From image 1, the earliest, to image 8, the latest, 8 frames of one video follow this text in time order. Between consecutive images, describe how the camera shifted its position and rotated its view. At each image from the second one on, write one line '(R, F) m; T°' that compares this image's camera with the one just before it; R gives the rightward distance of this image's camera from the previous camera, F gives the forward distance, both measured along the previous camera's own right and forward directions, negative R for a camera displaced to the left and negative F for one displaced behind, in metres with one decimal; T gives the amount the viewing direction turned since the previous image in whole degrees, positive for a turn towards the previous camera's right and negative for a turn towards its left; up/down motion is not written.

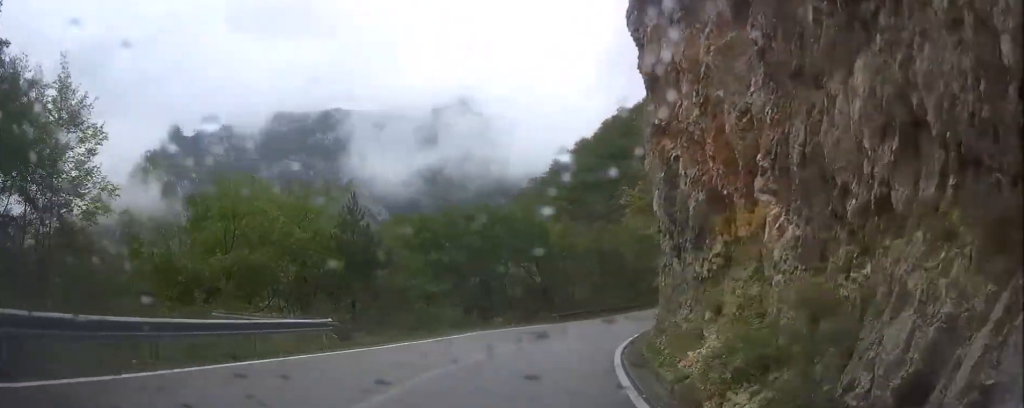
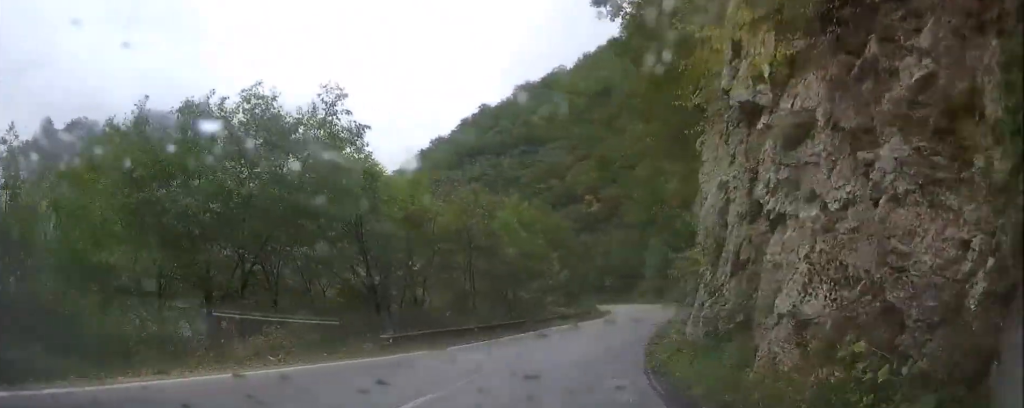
(+2.6, +20.3) m; +14°
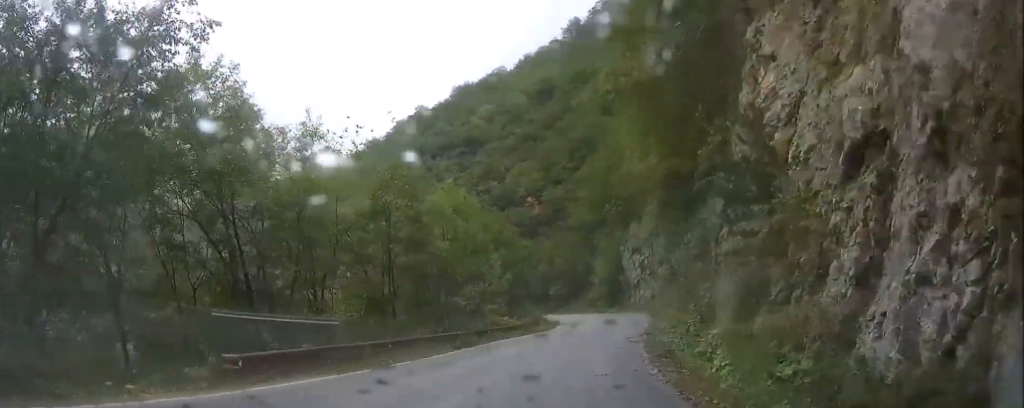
(+0.4, +7.9) m; +5°
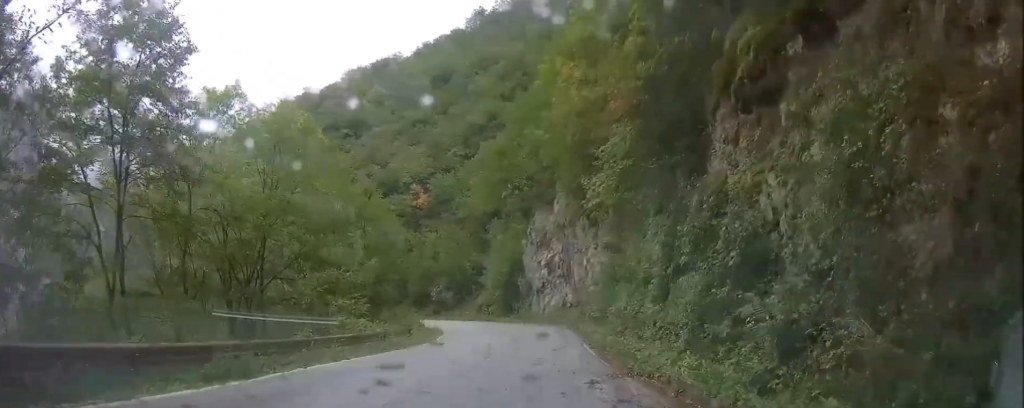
(+1.0, +13.8) m; +6°
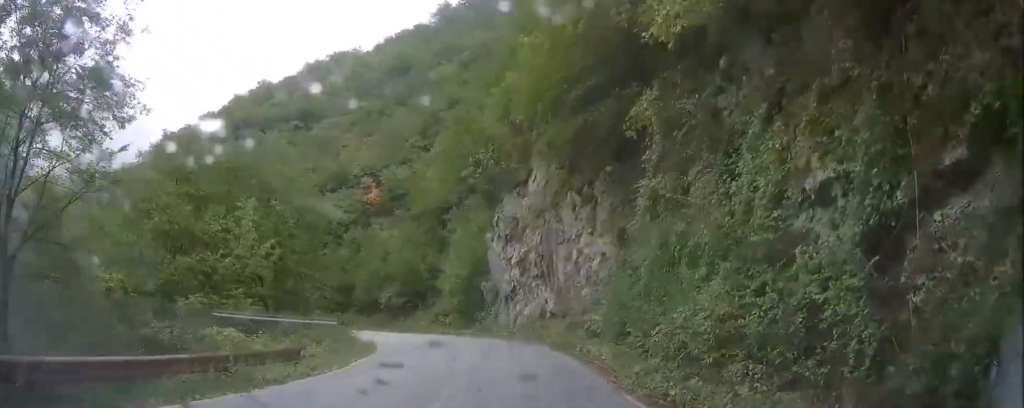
(+0.4, +11.7) m; +3°
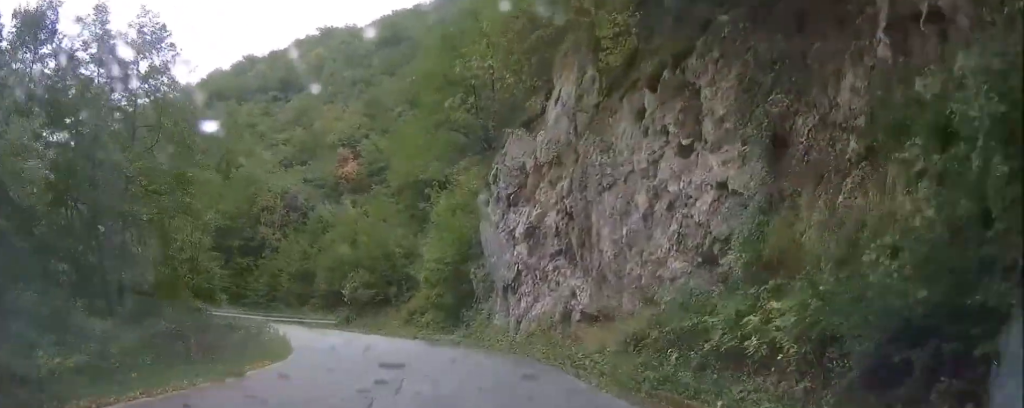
(+0.2, +13.7) m; 0°
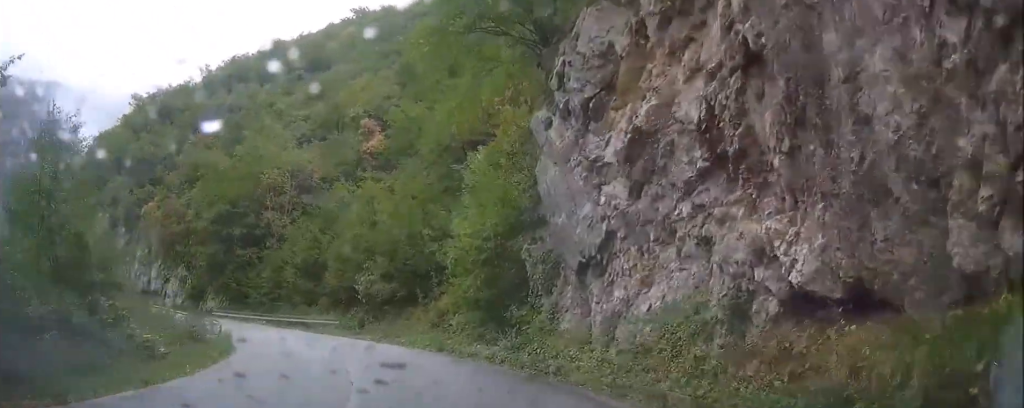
(-0.2, +12.0) m; -4°
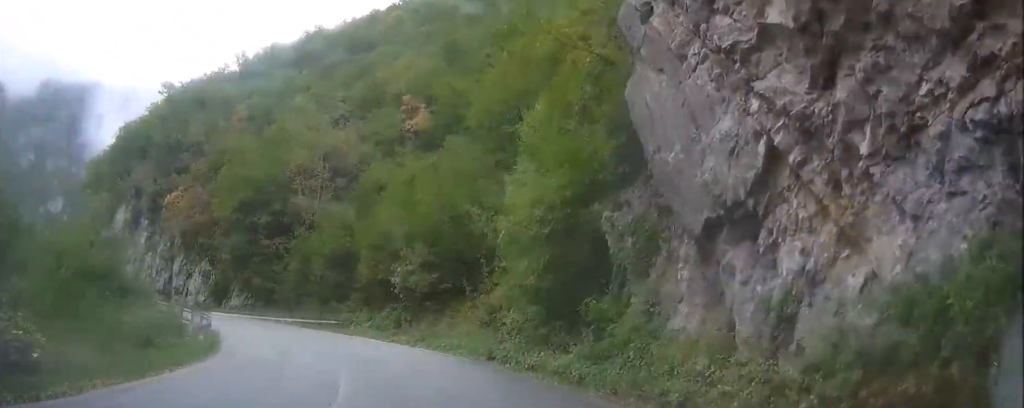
(+0.2, +6.5) m; -4°
